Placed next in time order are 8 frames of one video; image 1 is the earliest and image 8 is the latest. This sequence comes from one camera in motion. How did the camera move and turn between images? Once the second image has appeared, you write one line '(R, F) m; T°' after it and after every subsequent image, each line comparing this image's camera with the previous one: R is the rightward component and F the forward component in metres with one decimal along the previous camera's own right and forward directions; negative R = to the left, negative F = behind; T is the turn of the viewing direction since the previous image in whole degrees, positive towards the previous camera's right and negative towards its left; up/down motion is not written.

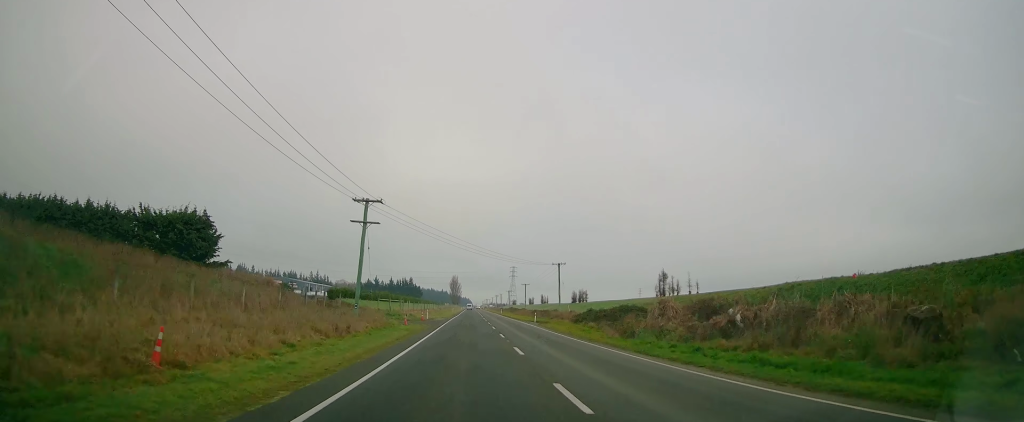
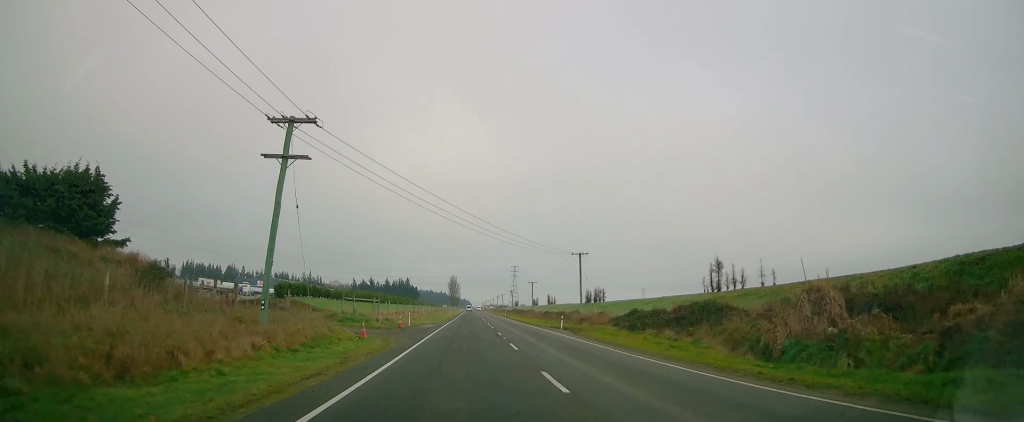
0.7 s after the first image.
(-0.2, +17.4) m; 0°
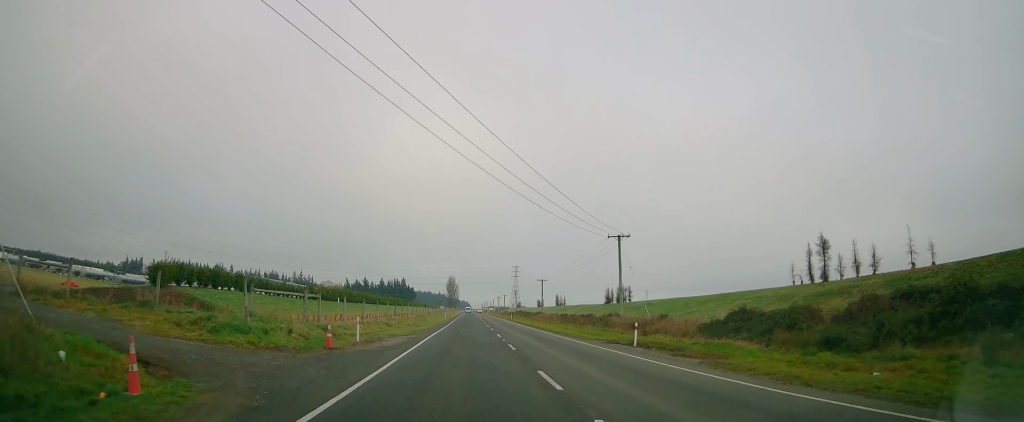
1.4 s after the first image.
(-0.4, +19.2) m; 0°
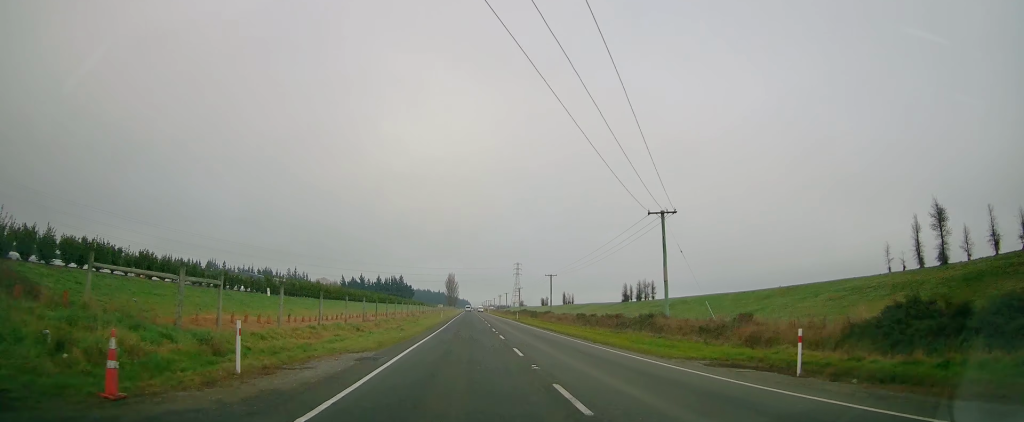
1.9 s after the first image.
(+0.3, +12.3) m; +1°
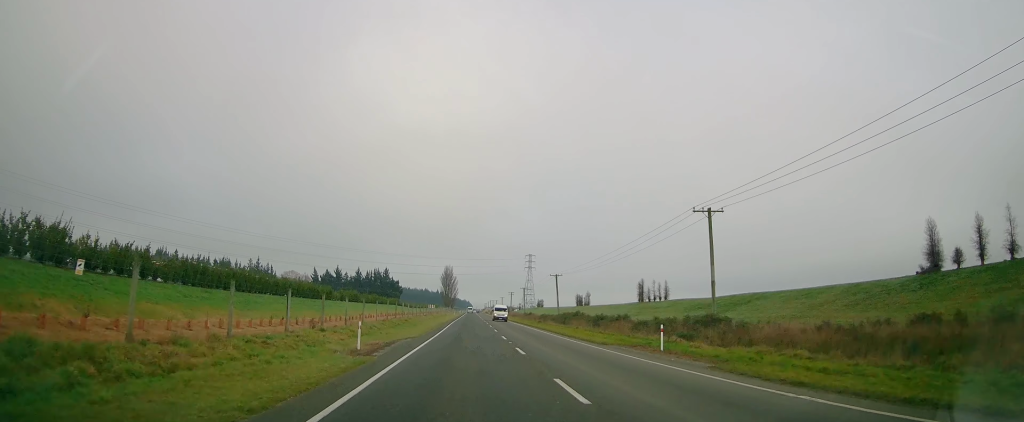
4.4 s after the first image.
(+0.1, +67.7) m; 0°
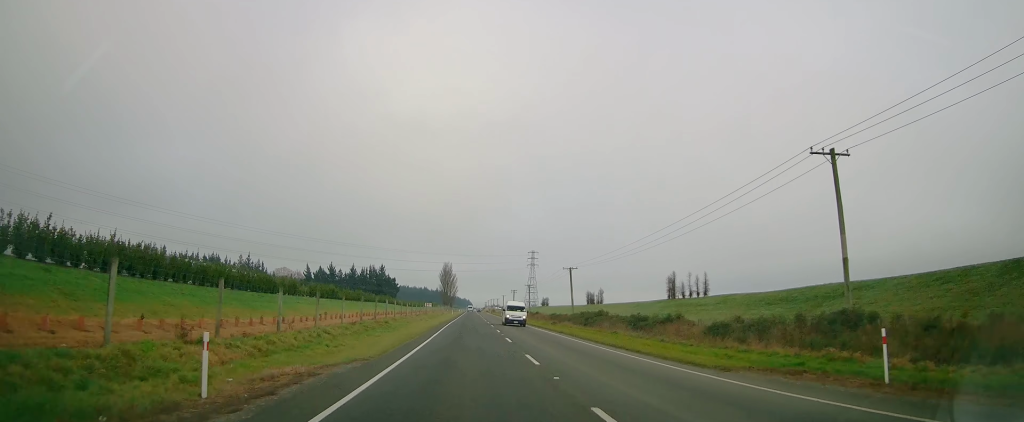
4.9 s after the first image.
(+0.2, +13.2) m; 0°
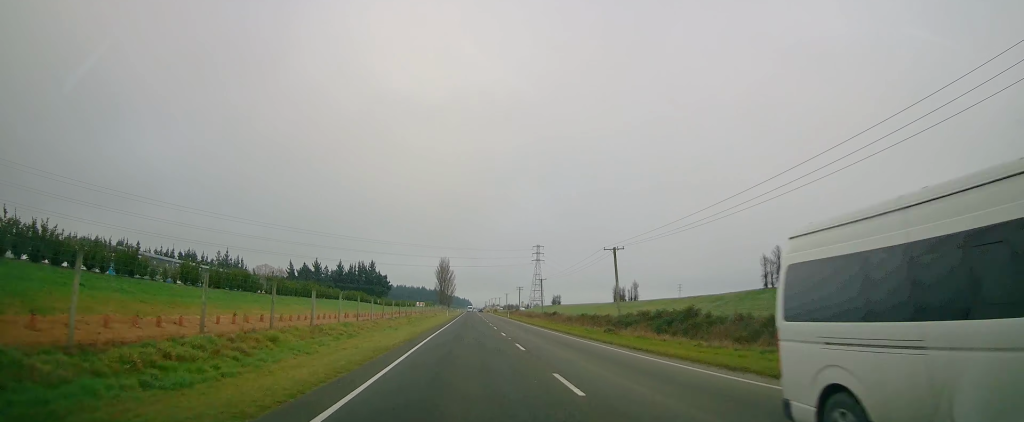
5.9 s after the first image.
(-0.2, +25.6) m; -1°
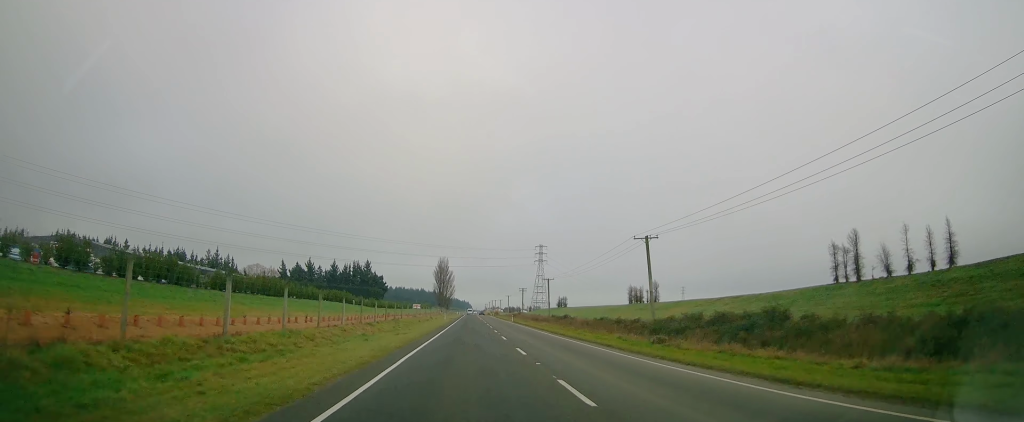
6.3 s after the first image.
(-0.1, +10.6) m; 0°
